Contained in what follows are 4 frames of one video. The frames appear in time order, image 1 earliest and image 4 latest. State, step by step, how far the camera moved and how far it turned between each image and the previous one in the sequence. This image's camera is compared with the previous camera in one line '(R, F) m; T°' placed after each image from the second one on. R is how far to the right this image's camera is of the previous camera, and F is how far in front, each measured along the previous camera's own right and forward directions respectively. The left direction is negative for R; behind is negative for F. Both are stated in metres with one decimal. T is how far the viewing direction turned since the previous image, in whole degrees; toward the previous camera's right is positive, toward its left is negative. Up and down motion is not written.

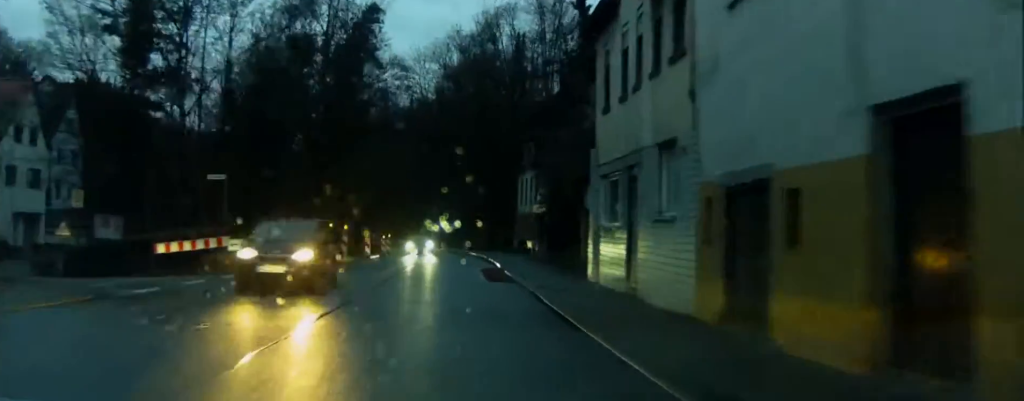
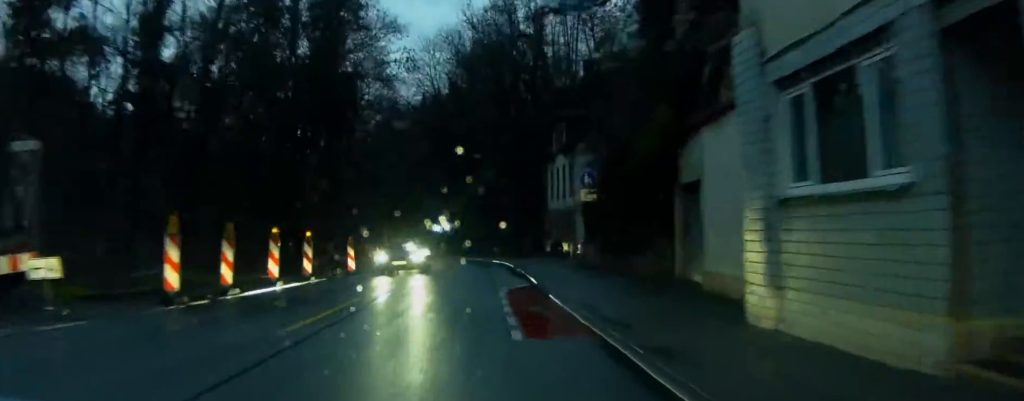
(-0.4, +12.8) m; -1°
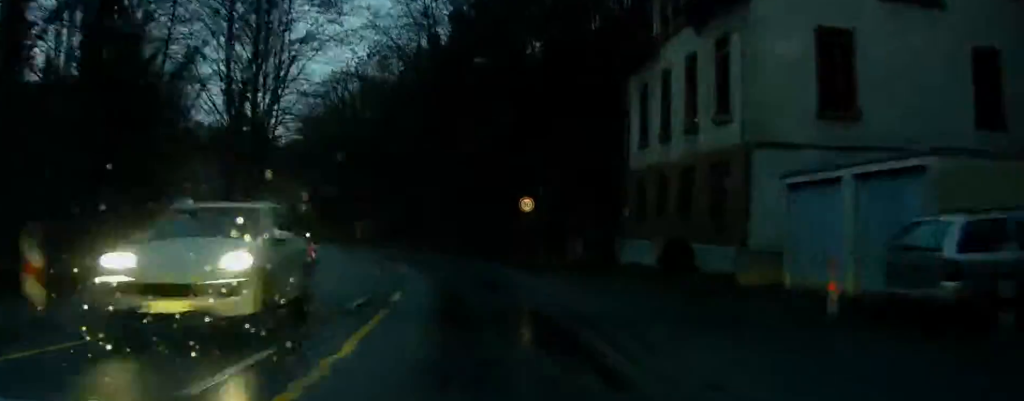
(-0.2, +34.2) m; -2°
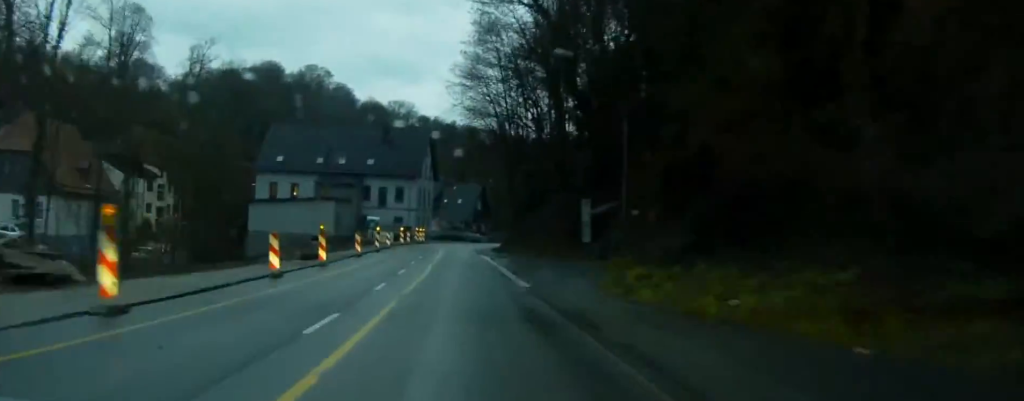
(-0.3, +61.9) m; -14°
